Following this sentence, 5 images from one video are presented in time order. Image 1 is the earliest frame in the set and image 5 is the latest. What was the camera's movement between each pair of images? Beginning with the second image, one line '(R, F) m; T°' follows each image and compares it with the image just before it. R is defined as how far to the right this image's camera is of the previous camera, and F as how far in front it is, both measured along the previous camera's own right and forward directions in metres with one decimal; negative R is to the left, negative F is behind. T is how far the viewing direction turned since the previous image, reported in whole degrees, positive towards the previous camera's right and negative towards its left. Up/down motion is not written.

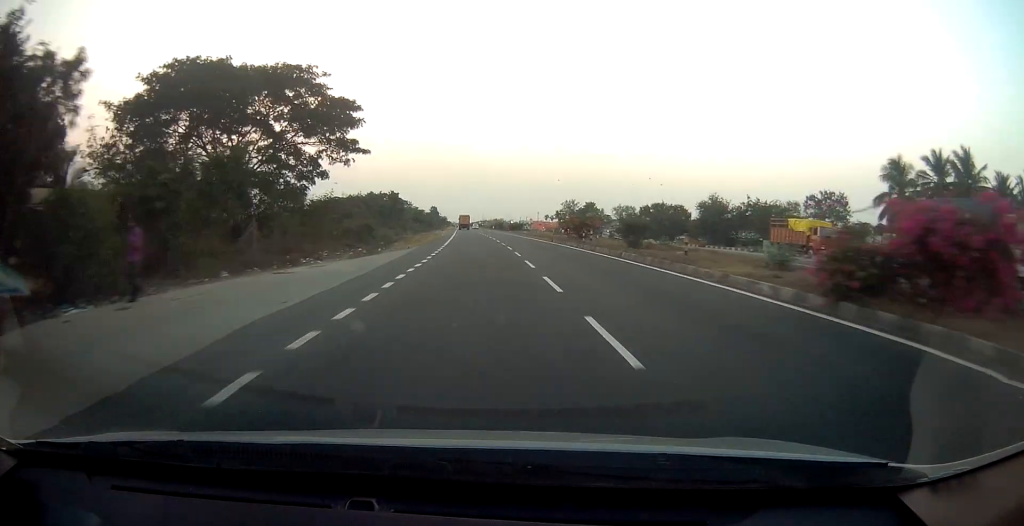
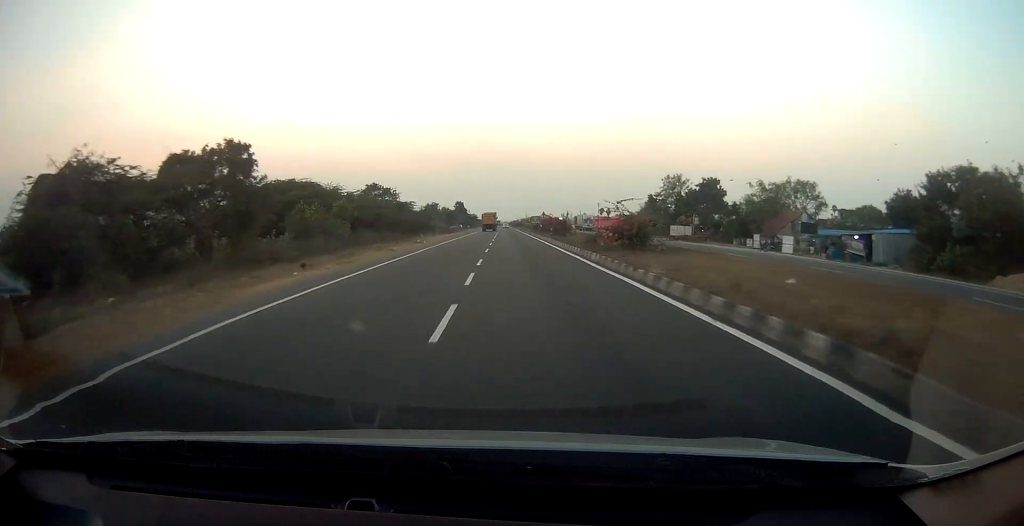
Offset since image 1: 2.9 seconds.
(-2.9, +70.8) m; -4°
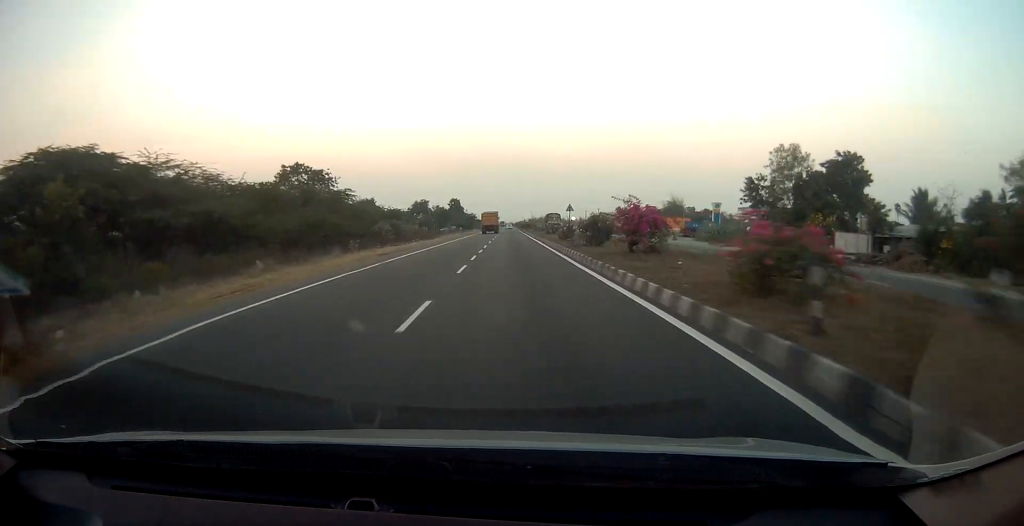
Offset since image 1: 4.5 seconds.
(-0.3, +38.5) m; -1°
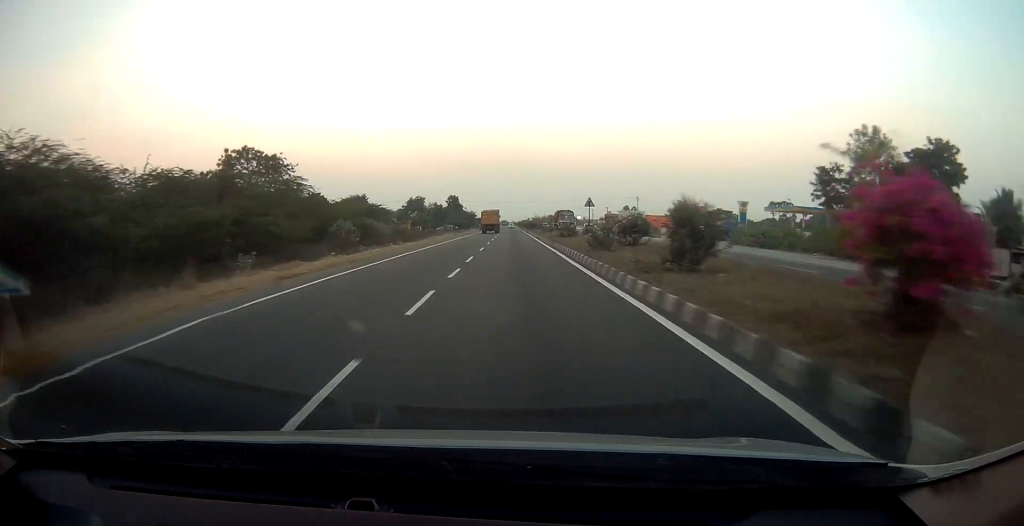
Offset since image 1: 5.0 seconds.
(0.0, +13.7) m; 0°
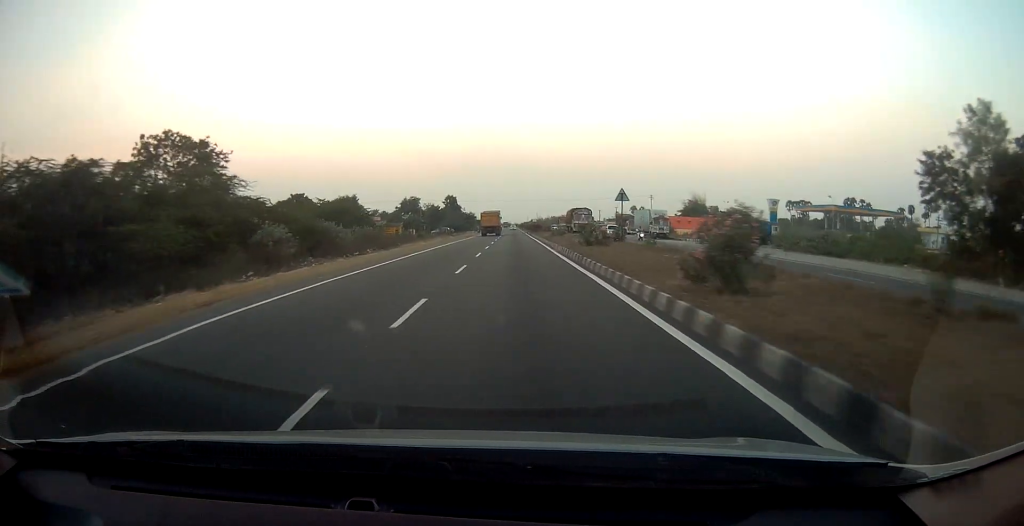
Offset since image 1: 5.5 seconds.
(0.0, +12.9) m; 0°
